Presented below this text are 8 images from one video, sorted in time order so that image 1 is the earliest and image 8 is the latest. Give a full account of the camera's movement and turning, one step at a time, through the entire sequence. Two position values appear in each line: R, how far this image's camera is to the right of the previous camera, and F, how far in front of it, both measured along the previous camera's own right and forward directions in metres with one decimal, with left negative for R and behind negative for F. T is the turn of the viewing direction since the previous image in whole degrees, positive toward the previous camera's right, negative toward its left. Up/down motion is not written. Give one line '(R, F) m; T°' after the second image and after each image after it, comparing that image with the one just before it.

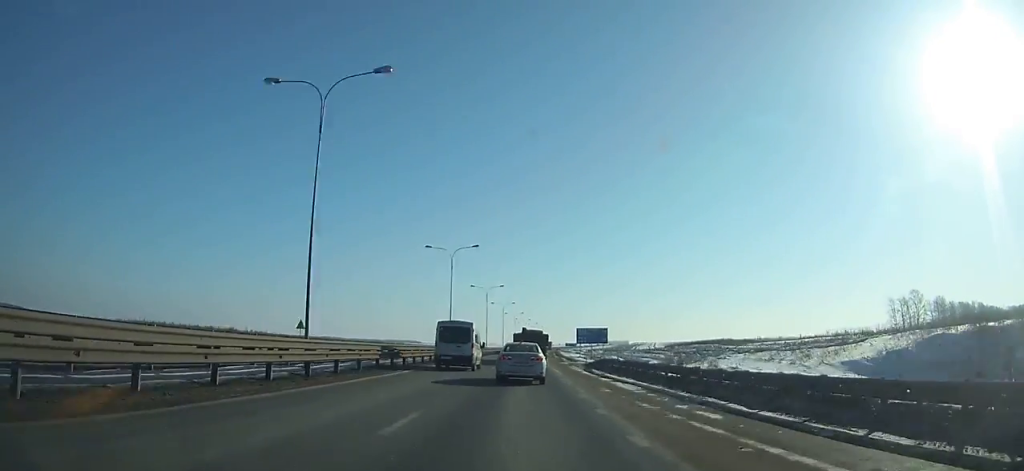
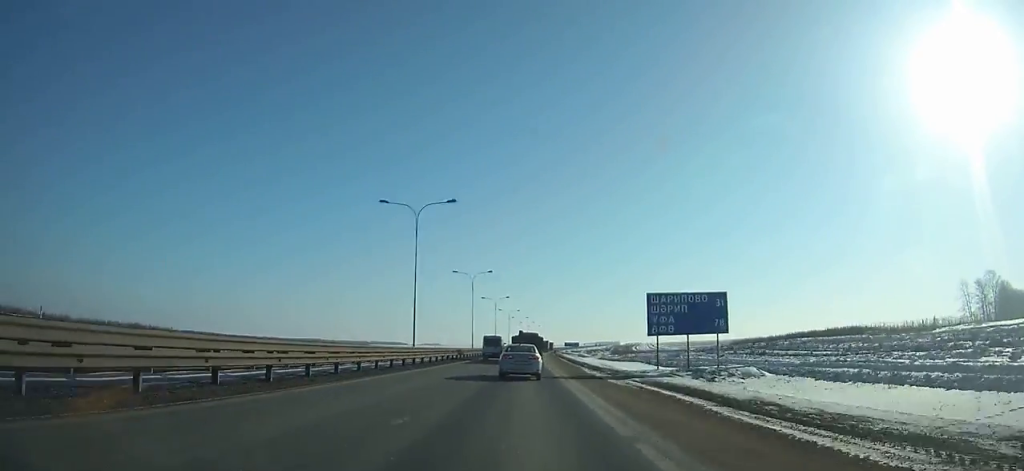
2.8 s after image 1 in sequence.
(+0.6, +61.1) m; +1°
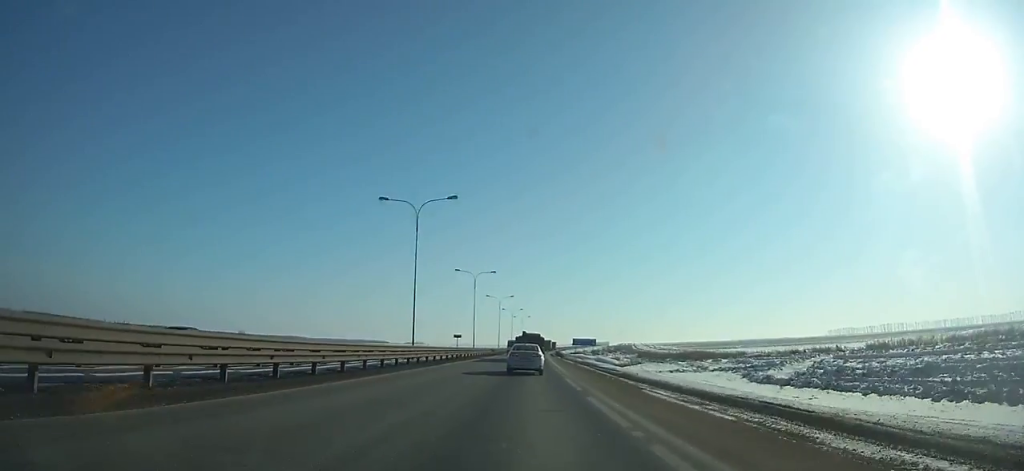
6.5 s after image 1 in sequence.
(+0.8, +81.4) m; +2°
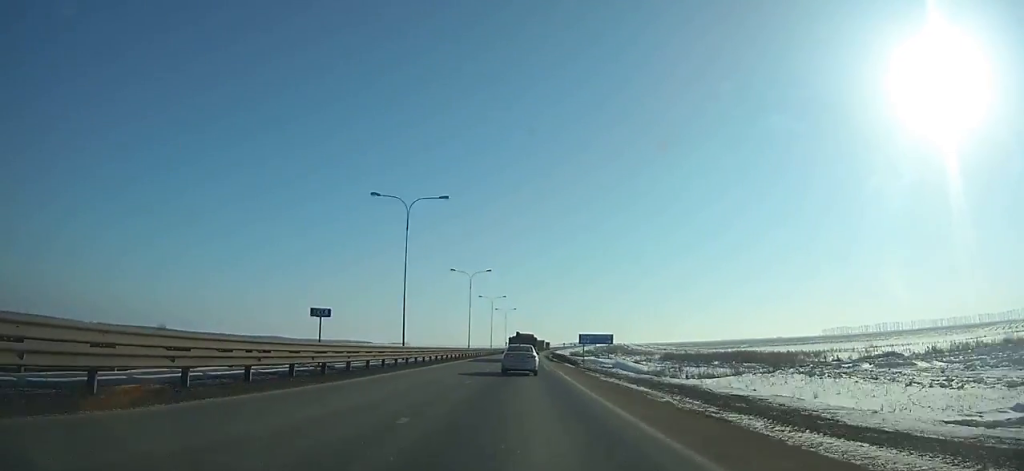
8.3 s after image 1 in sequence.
(+0.6, +40.2) m; +1°
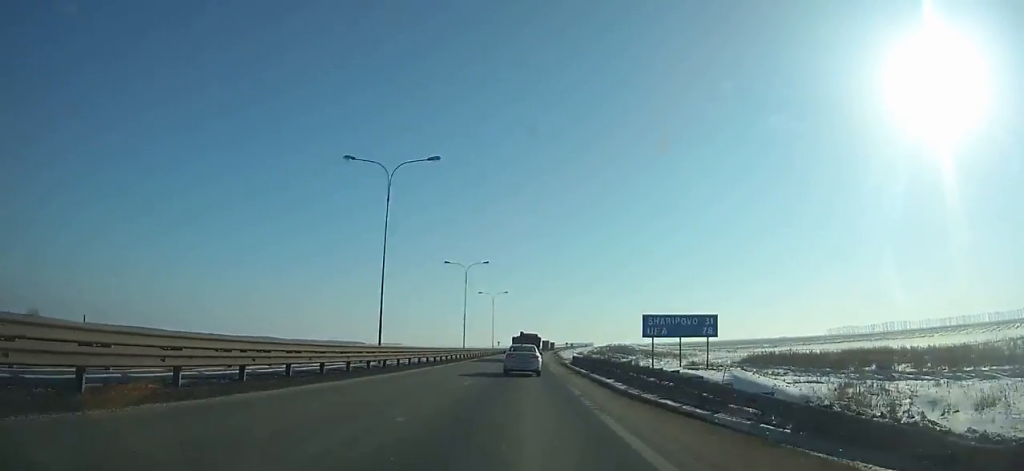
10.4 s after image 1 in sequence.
(+0.4, +47.0) m; +1°
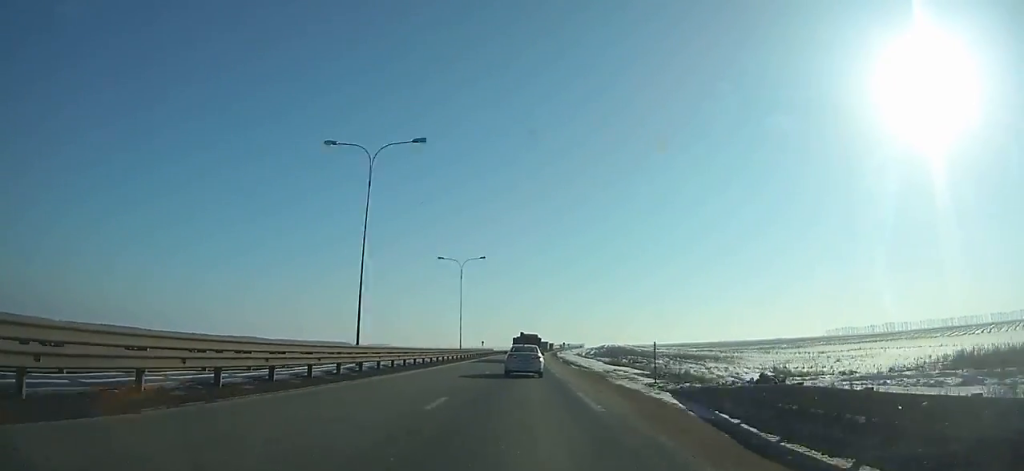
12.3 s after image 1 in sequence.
(+0.1, +42.7) m; +1°
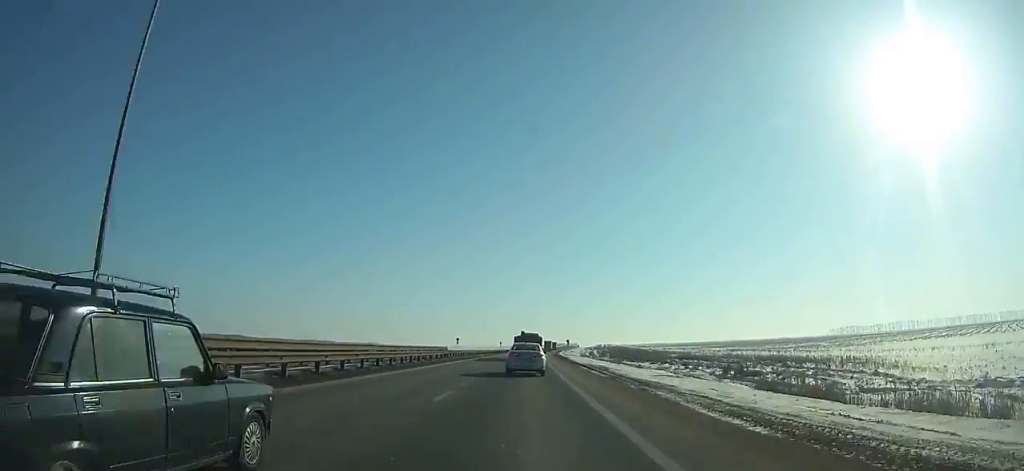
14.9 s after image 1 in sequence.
(+0.7, +58.5) m; +1°
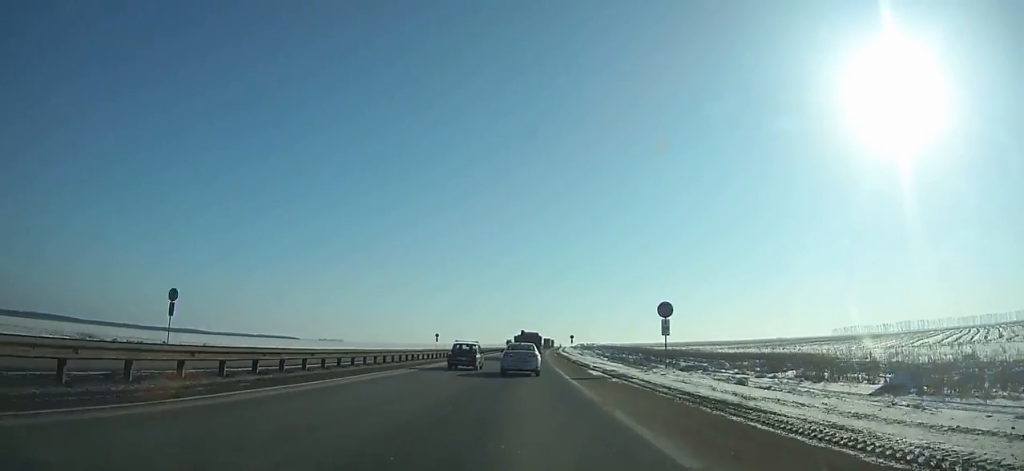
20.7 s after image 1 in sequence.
(+2.6, +131.1) m; +2°
